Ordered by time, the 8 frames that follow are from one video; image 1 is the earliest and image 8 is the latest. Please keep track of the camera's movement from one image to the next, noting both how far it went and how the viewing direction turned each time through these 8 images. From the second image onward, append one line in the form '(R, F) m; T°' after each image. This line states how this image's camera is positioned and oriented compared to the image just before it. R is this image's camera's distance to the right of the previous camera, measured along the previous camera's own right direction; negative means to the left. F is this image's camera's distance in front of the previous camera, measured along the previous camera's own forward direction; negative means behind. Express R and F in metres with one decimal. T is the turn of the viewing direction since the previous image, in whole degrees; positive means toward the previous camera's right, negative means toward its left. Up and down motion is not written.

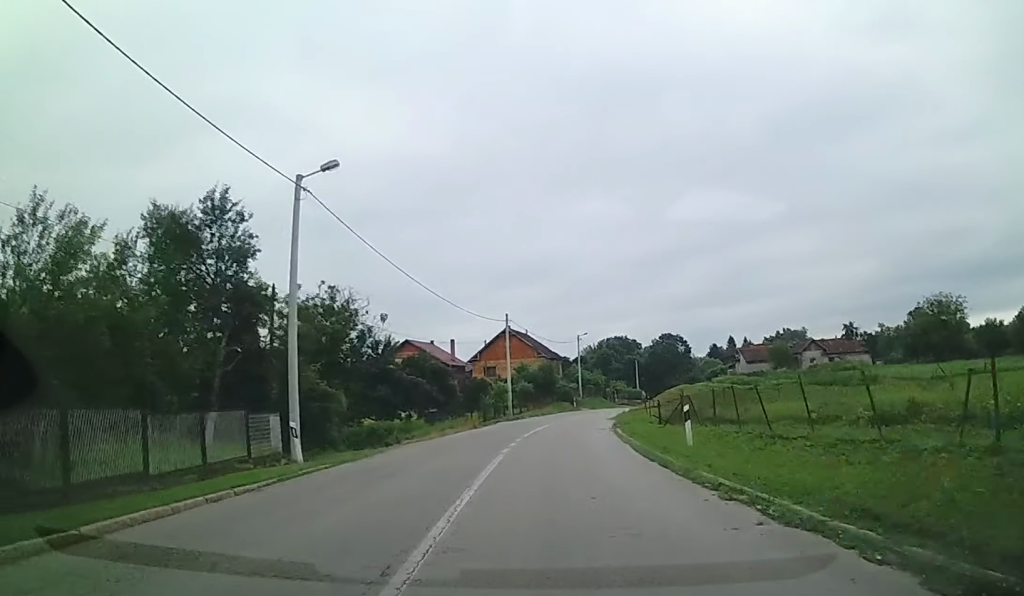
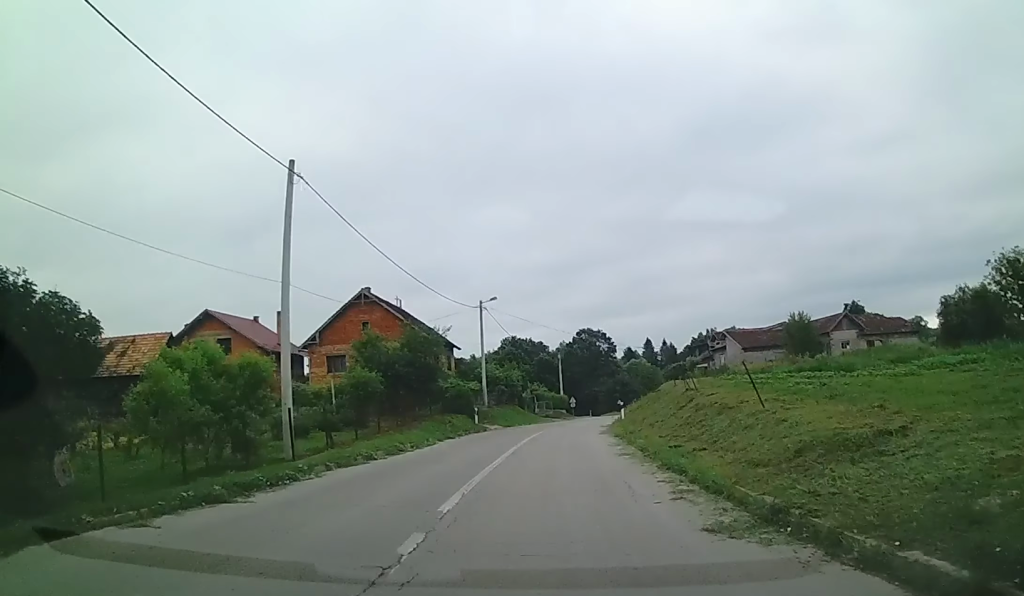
(+3.9, +32.5) m; +11°
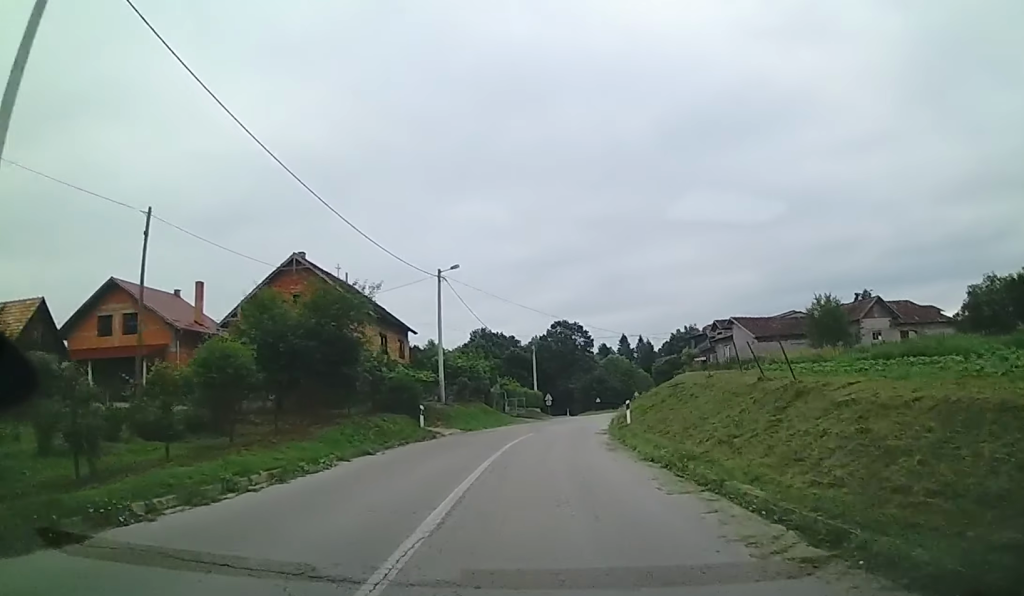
(+0.2, +10.5) m; +3°
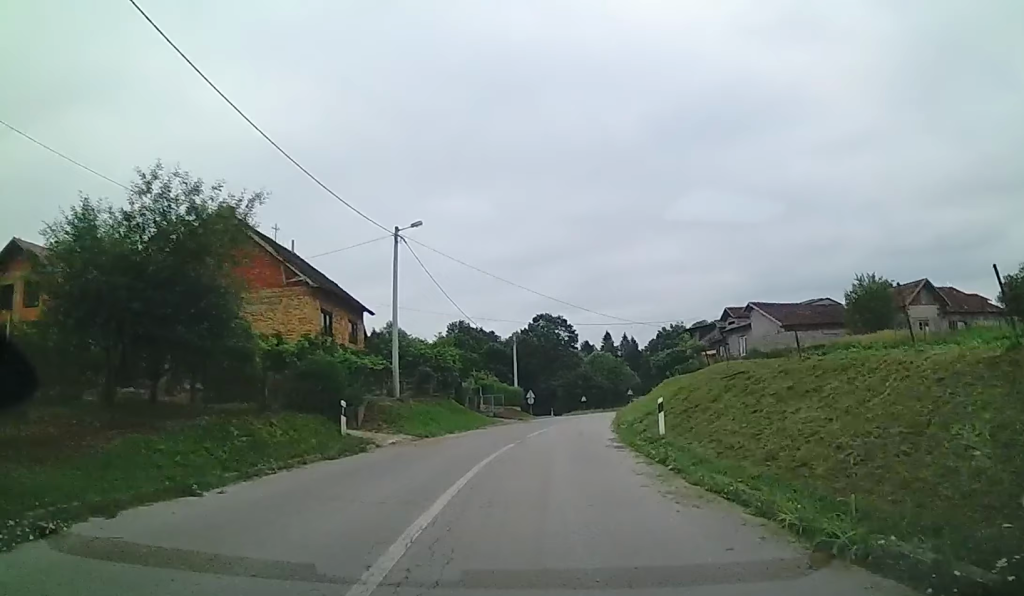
(0.0, +9.2) m; +2°
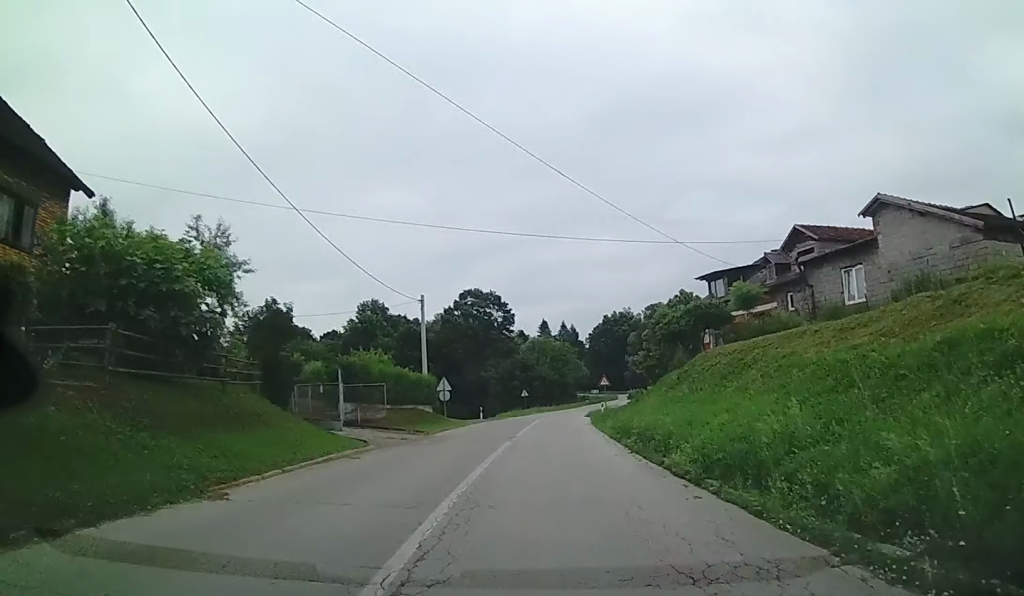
(+1.4, +25.5) m; +4°
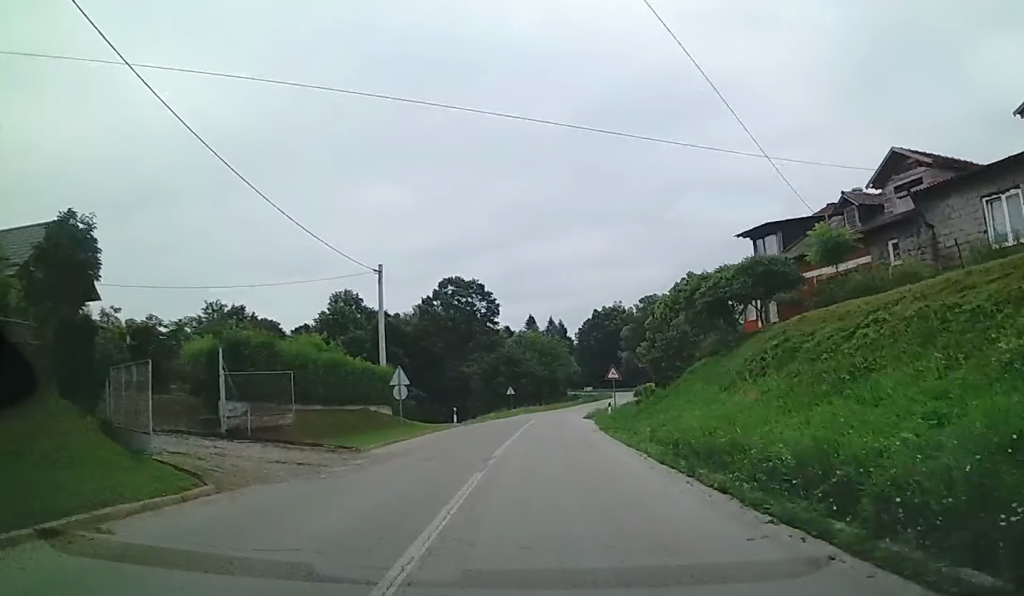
(+0.1, +9.9) m; +2°
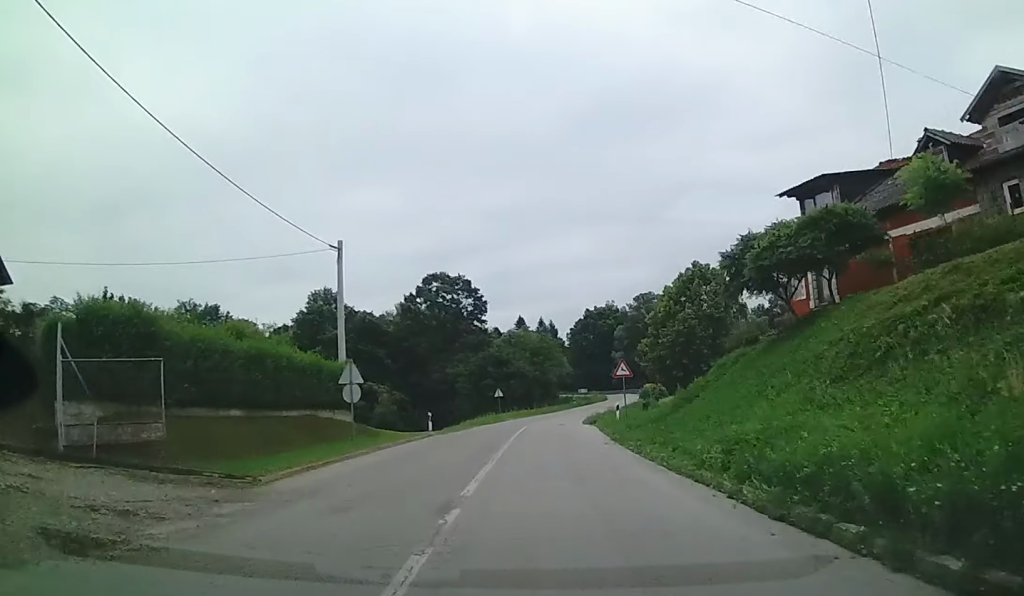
(-0.1, +6.3) m; +1°
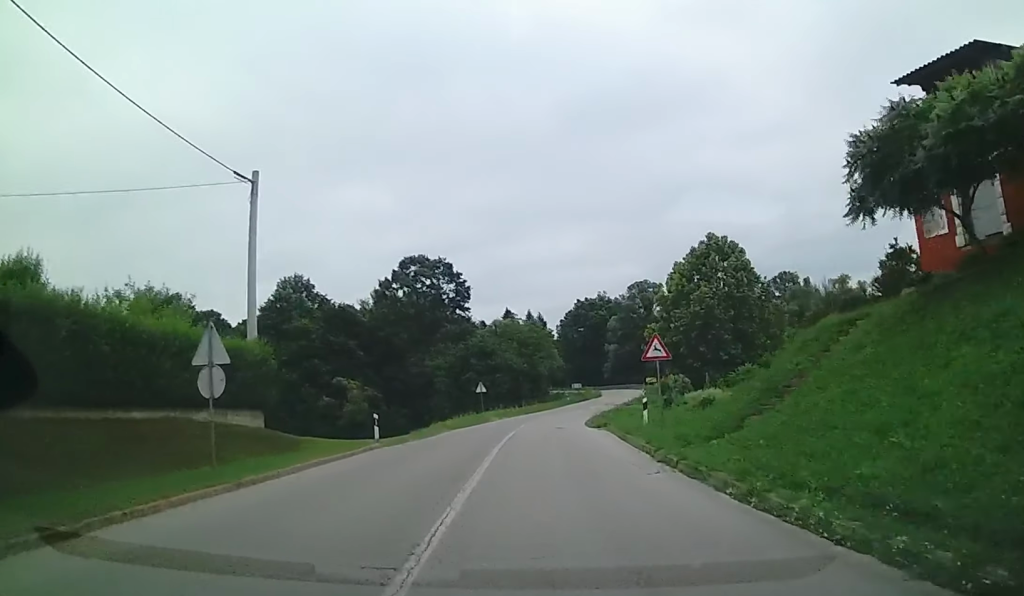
(+0.2, +8.8) m; +2°
